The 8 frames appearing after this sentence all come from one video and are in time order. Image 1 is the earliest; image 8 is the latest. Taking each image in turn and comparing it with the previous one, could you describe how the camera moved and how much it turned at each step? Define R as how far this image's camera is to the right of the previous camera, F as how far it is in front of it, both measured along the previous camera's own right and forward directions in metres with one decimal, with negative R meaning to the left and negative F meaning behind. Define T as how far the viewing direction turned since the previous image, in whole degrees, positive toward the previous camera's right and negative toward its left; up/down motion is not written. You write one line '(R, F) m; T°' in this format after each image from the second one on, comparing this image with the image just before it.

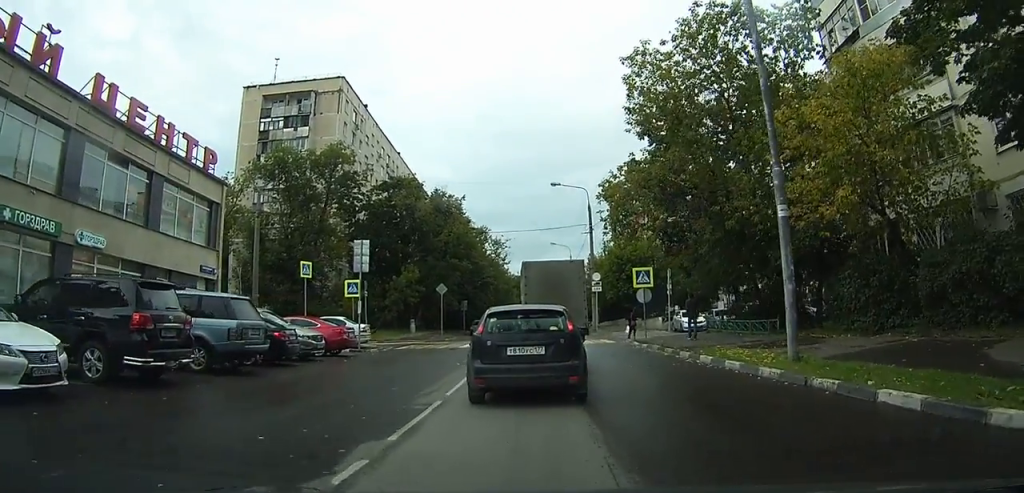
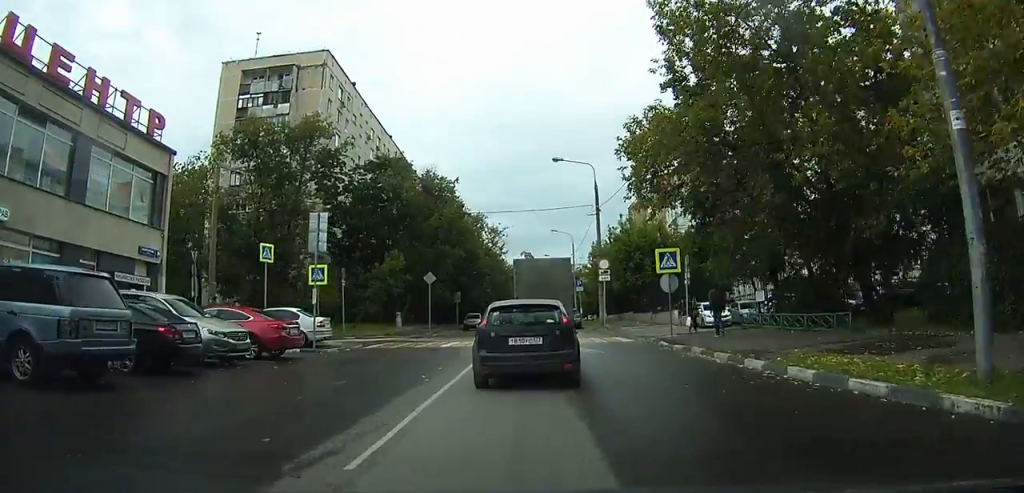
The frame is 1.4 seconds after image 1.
(-0.1, +5.6) m; -1°
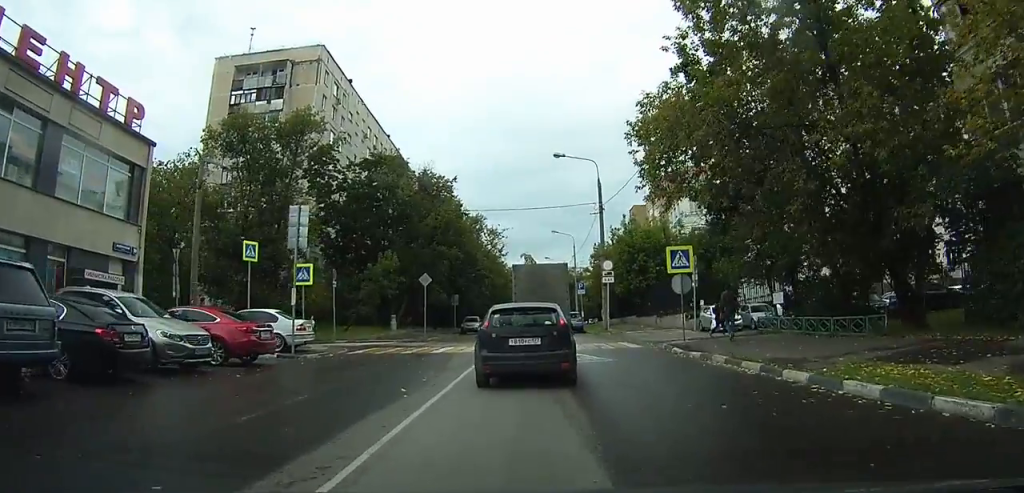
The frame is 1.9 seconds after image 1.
(0.0, +2.0) m; 0°
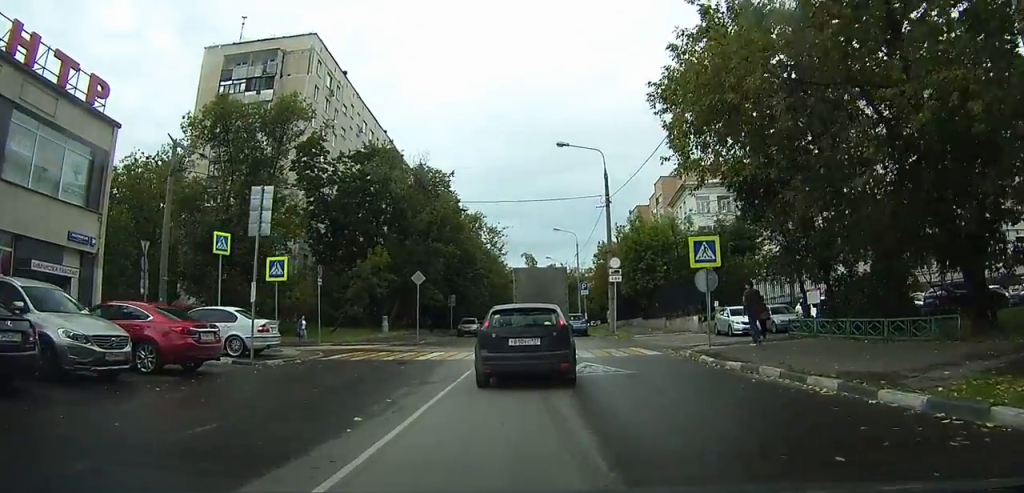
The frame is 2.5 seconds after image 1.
(0.0, +2.9) m; -3°
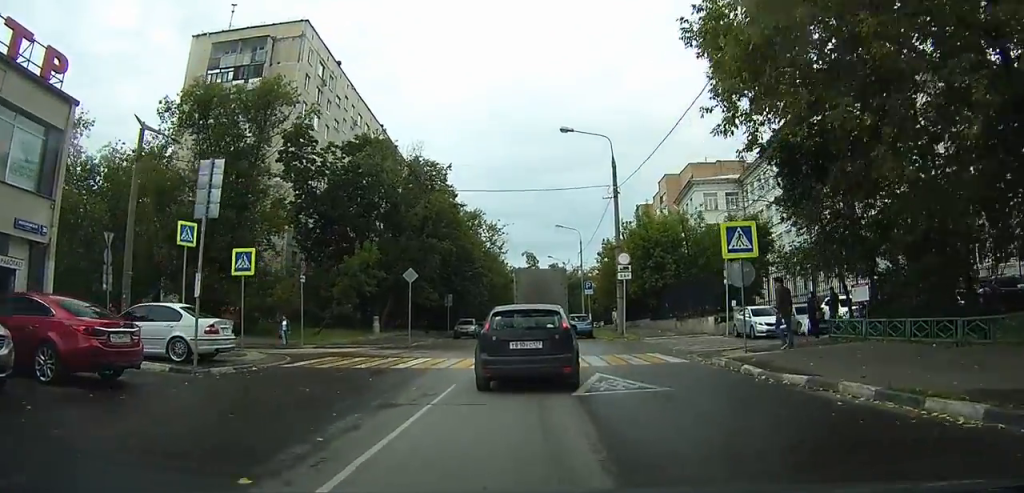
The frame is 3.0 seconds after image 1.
(0.0, +2.7) m; -3°
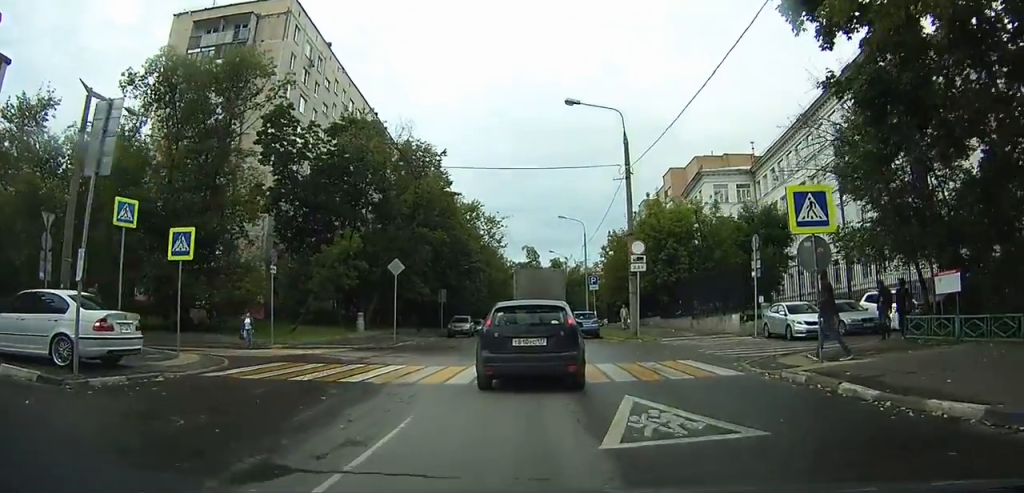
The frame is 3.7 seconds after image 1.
(-0.2, +3.8) m; -3°
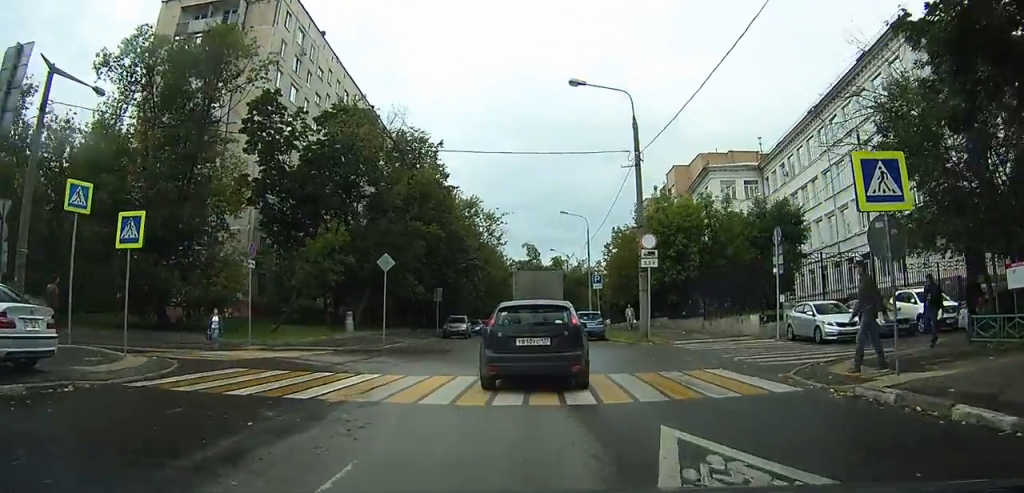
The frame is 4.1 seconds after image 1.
(0.0, +2.5) m; +2°
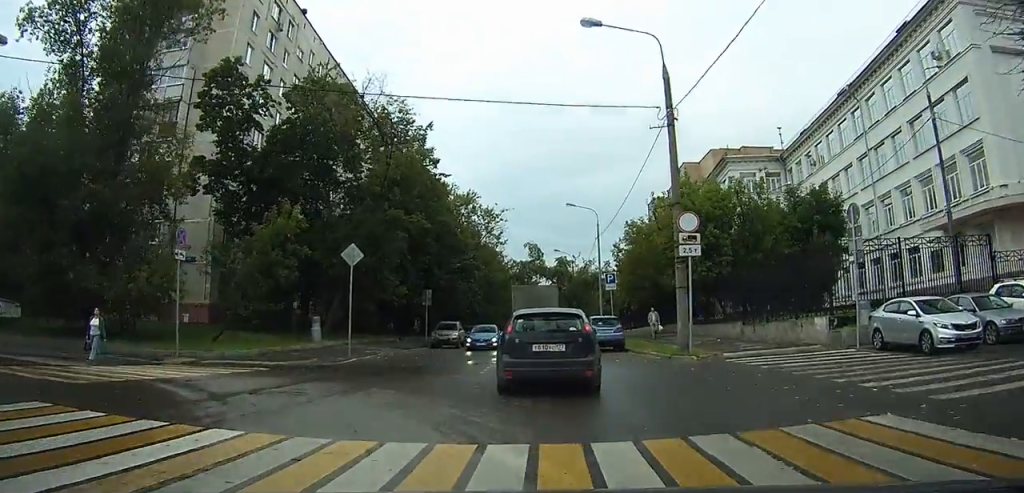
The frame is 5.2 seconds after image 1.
(+0.3, +6.3) m; +5°
